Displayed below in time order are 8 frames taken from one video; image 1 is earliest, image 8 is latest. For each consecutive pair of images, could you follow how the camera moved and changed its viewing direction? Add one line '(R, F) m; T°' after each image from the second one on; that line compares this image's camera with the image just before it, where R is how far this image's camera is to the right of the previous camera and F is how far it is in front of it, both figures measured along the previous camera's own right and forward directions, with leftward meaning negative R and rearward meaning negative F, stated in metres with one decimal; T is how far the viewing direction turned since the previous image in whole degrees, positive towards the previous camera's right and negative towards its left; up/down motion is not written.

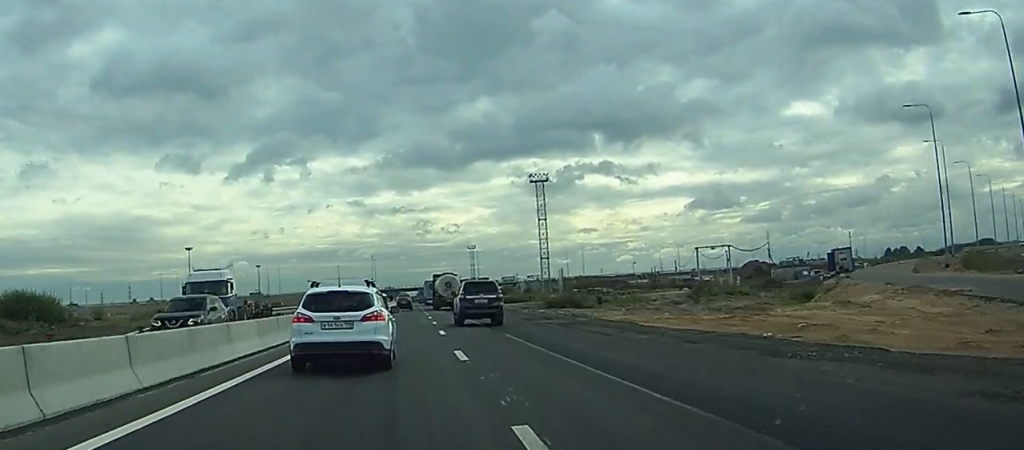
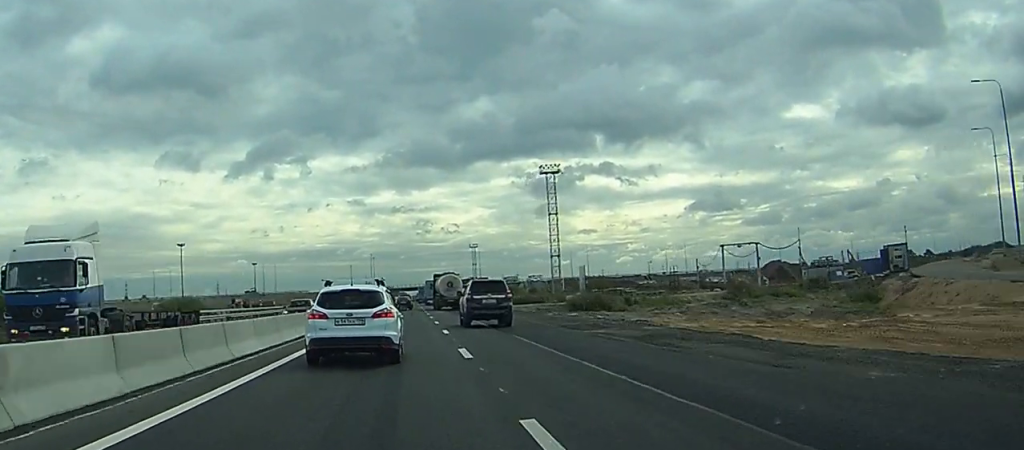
(0.0, +11.5) m; 0°
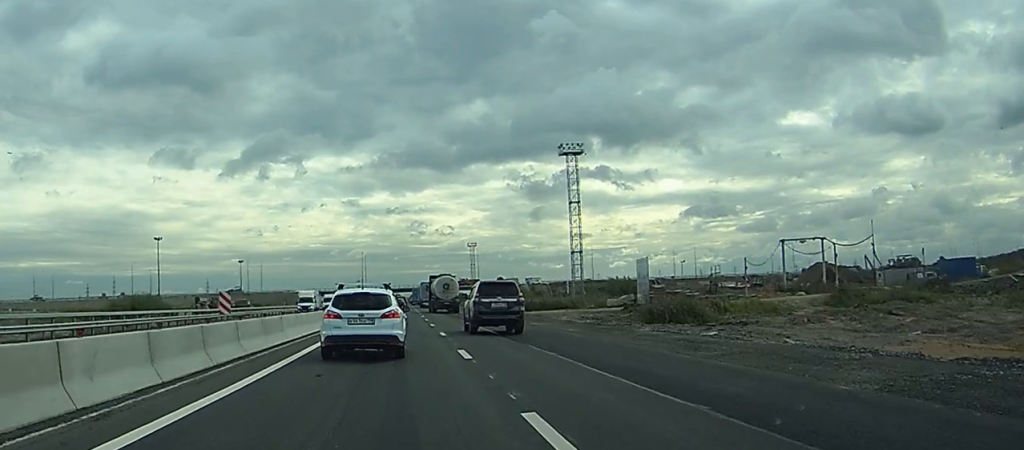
(+0.1, +23.0) m; 0°
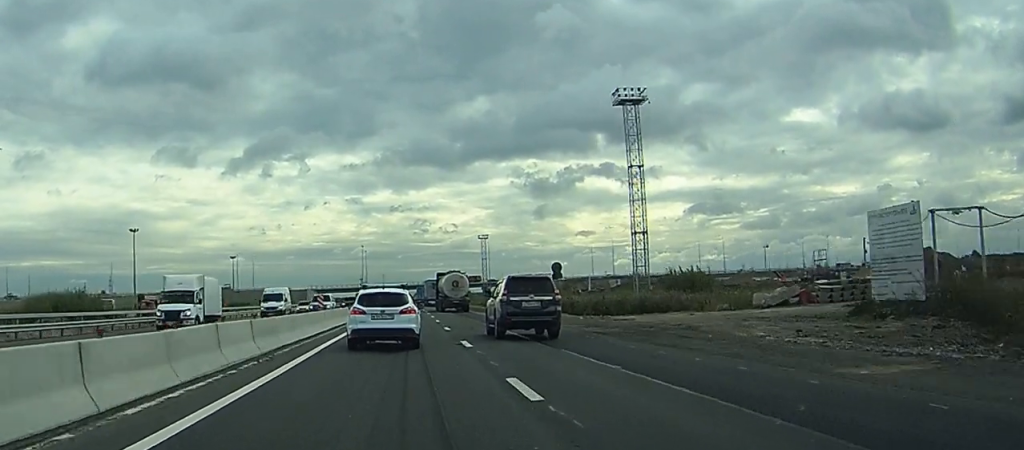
(+0.1, +31.6) m; 0°
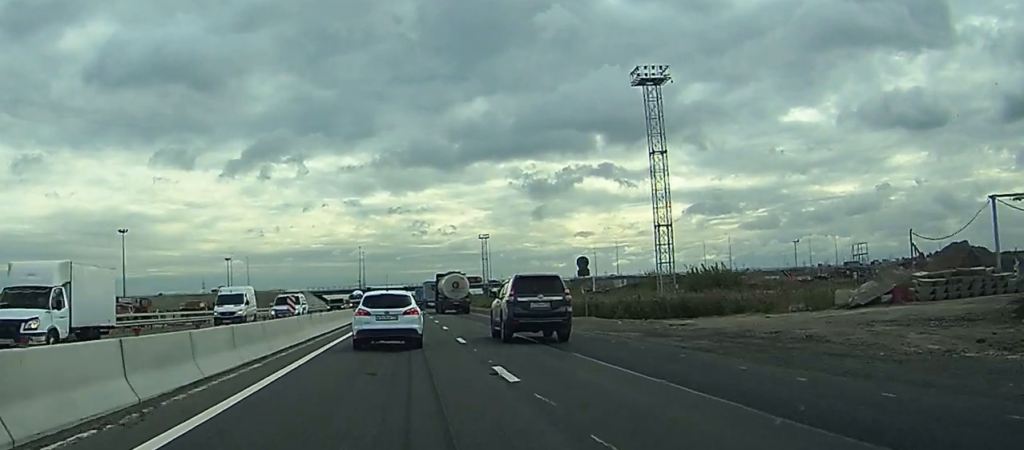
(0.0, +9.3) m; 0°
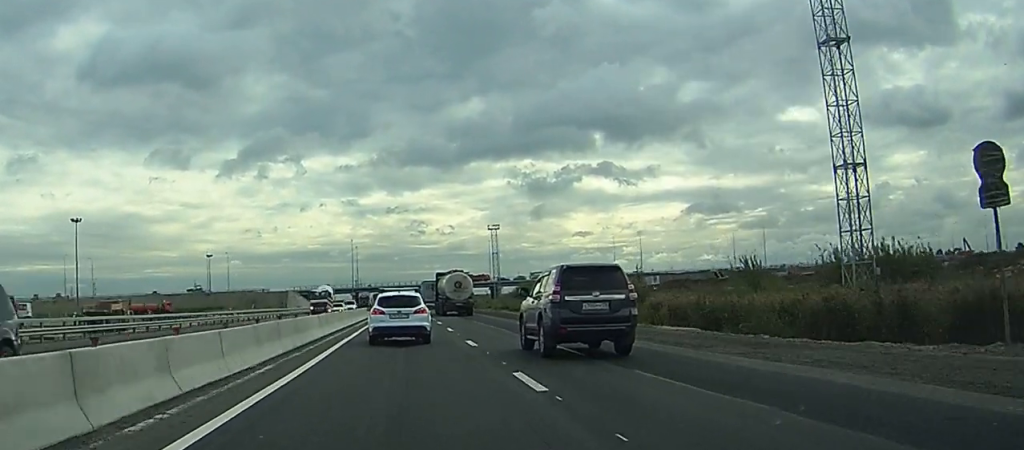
(-0.1, +37.3) m; 0°
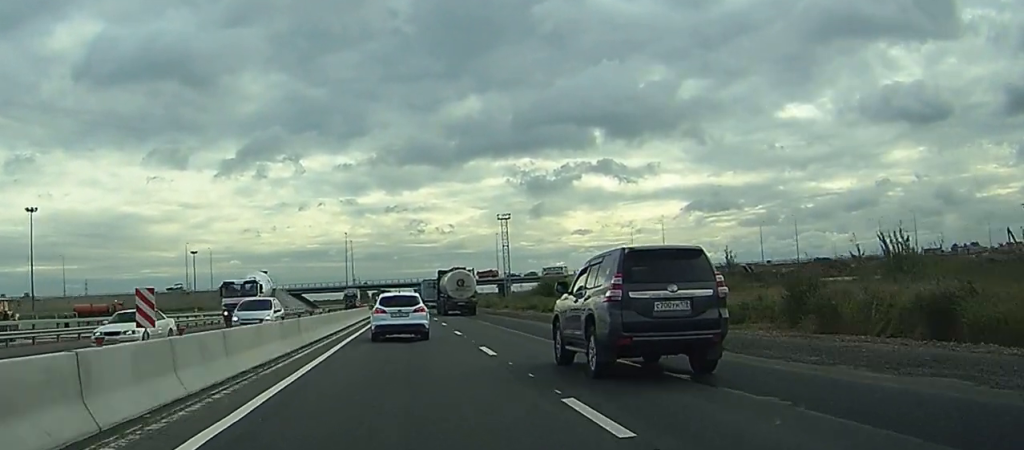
(0.0, +28.1) m; 0°
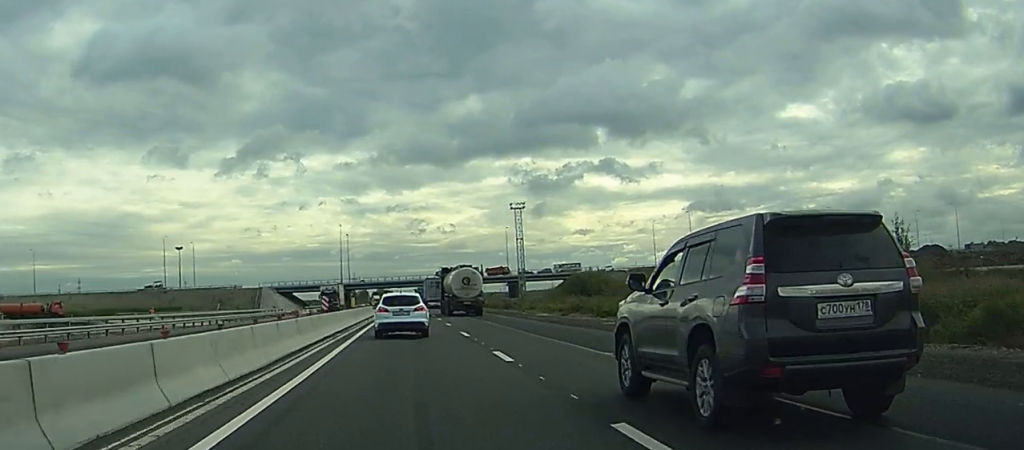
(0.0, +25.9) m; 0°
